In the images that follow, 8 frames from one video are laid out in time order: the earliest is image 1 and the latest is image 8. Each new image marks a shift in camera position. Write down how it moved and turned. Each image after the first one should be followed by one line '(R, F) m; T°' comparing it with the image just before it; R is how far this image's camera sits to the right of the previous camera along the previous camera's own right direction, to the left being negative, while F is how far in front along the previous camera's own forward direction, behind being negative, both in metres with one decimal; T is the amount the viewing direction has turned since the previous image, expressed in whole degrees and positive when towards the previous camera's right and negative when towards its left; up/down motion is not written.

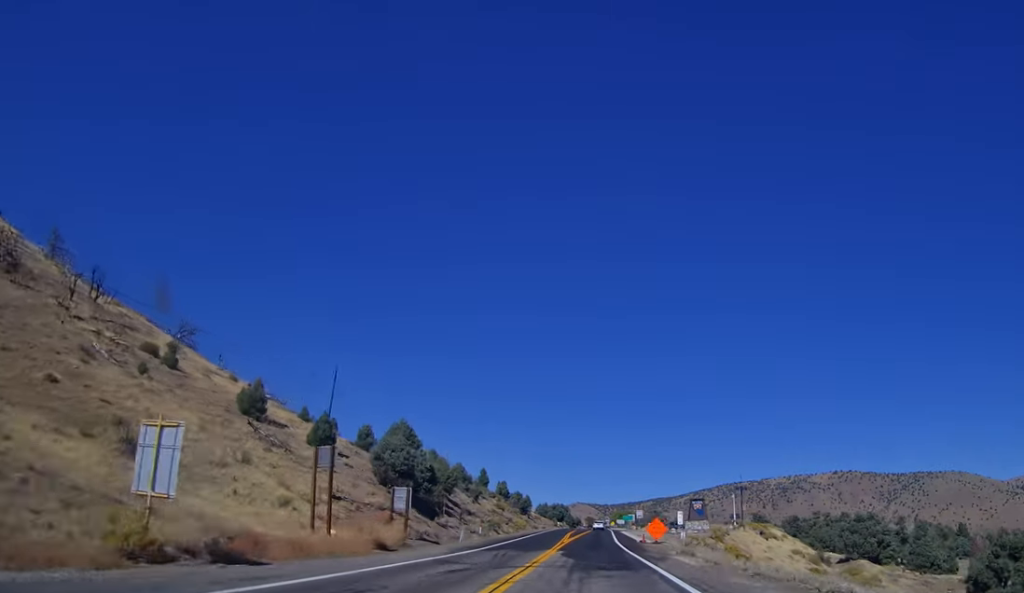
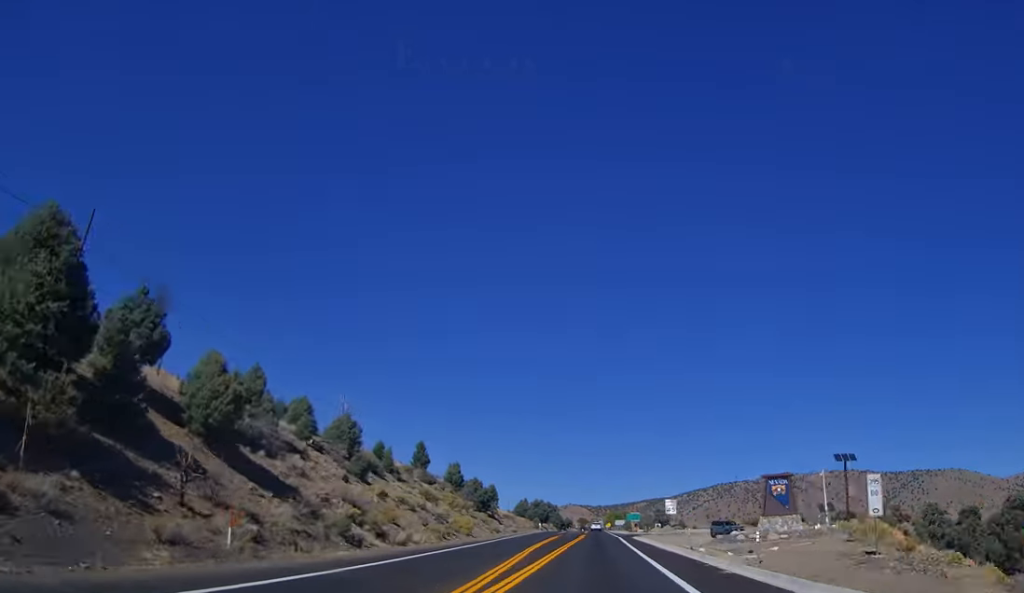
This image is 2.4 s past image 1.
(+0.3, +45.3) m; 0°
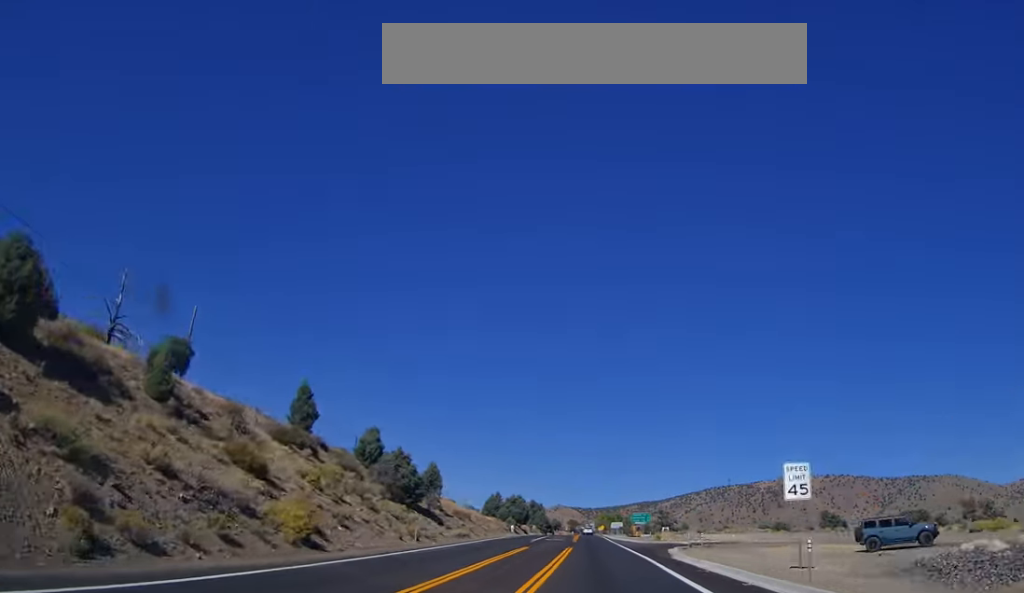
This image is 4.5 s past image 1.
(0.0, +37.0) m; 0°
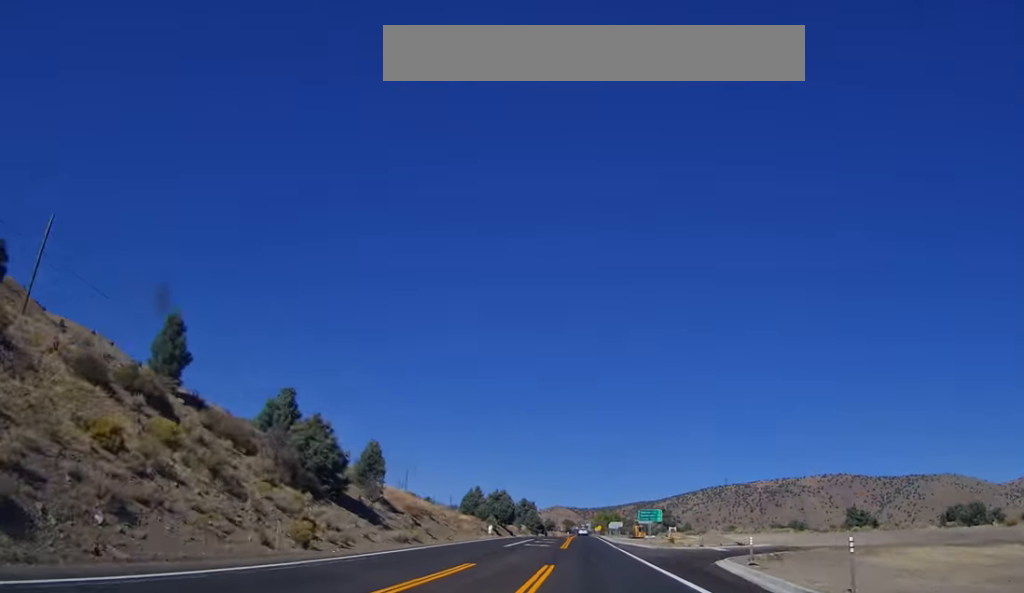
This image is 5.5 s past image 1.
(0.0, +18.7) m; 0°
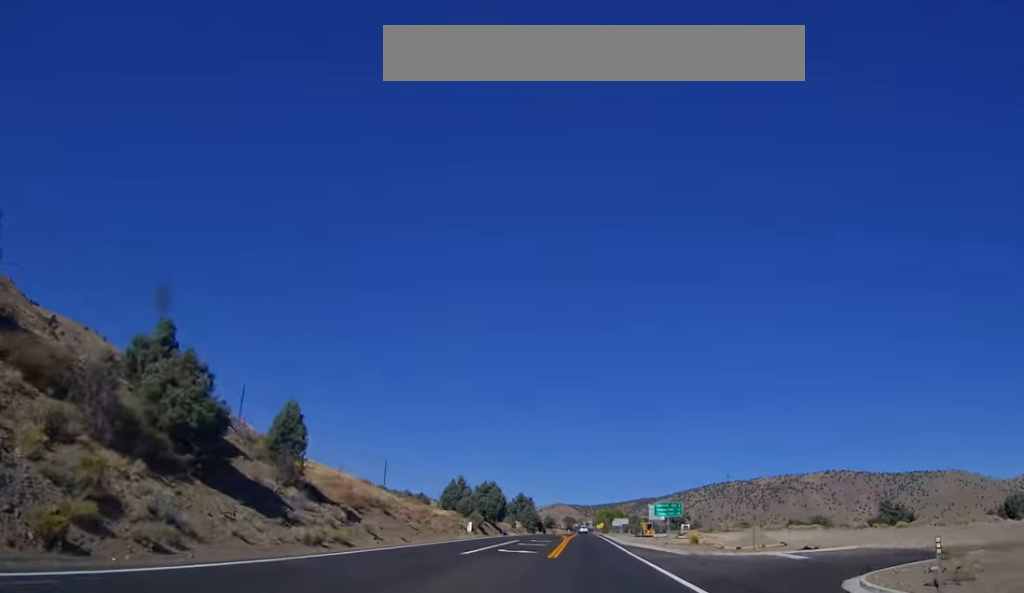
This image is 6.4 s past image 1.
(0.0, +15.1) m; 0°
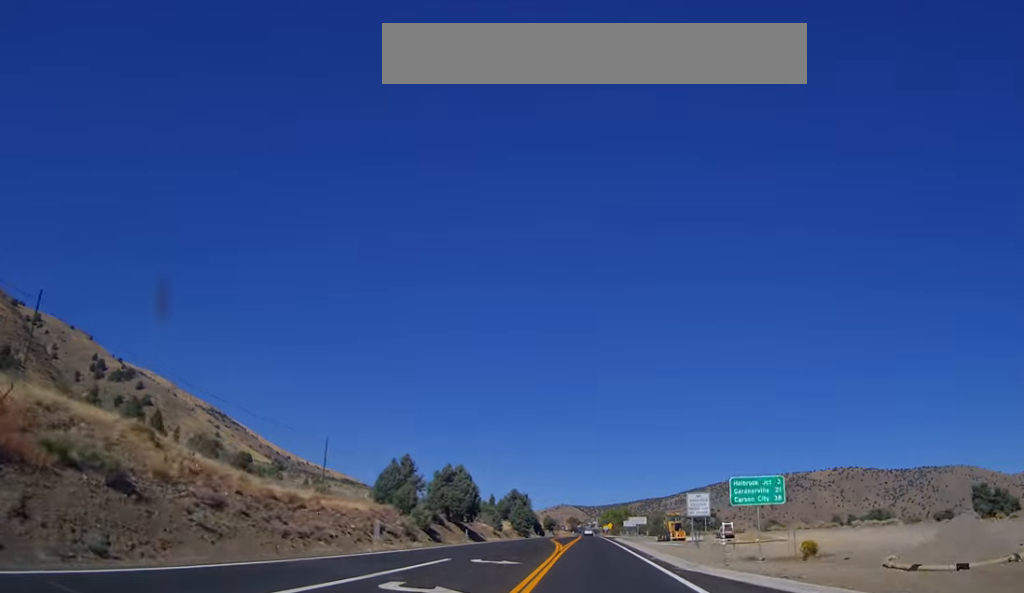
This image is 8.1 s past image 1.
(0.0, +29.2) m; 0°
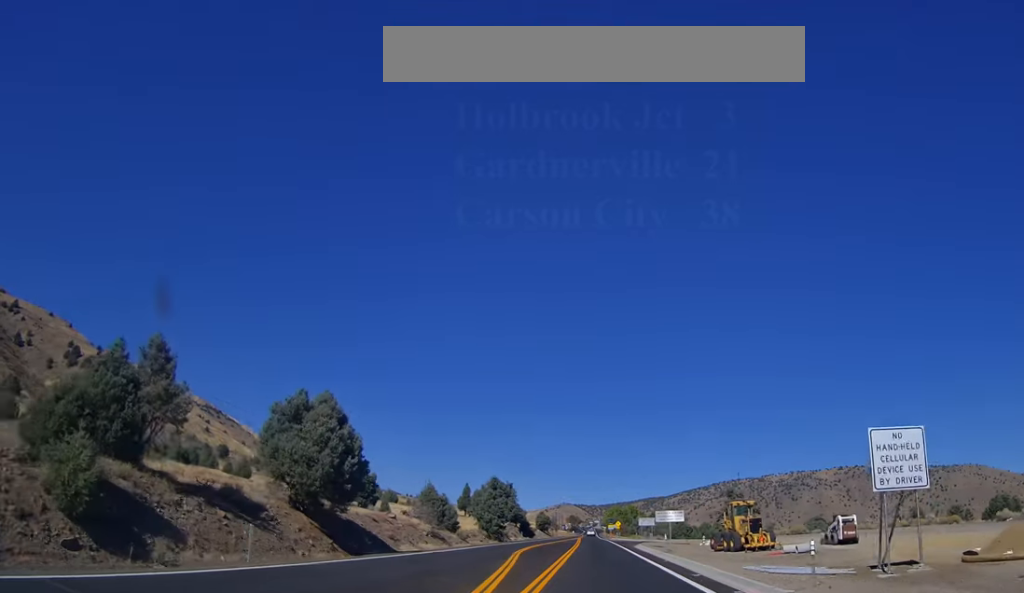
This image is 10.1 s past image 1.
(0.0, +37.5) m; 0°
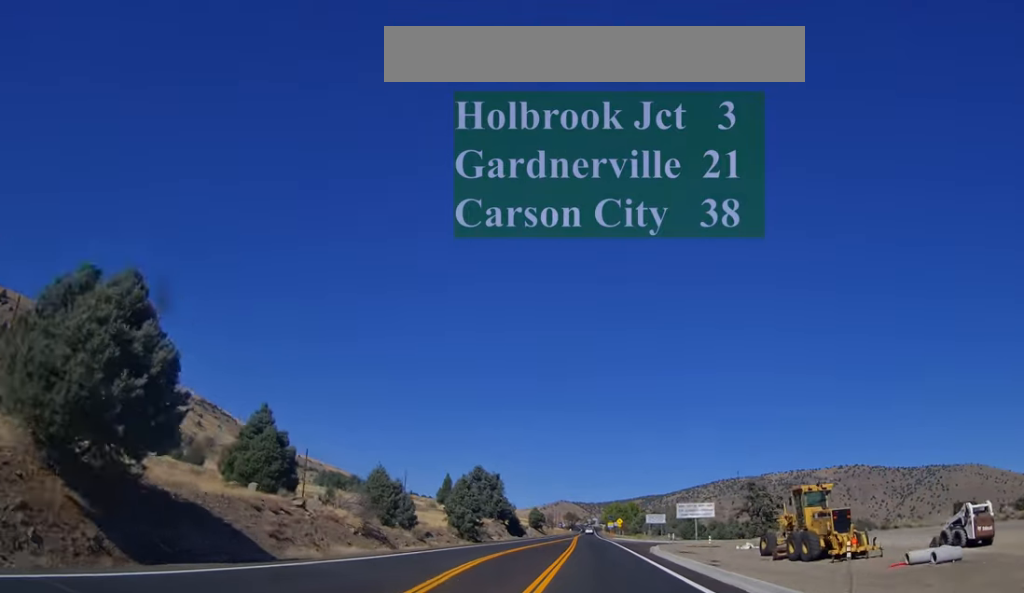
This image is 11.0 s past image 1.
(0.0, +16.1) m; 0°
